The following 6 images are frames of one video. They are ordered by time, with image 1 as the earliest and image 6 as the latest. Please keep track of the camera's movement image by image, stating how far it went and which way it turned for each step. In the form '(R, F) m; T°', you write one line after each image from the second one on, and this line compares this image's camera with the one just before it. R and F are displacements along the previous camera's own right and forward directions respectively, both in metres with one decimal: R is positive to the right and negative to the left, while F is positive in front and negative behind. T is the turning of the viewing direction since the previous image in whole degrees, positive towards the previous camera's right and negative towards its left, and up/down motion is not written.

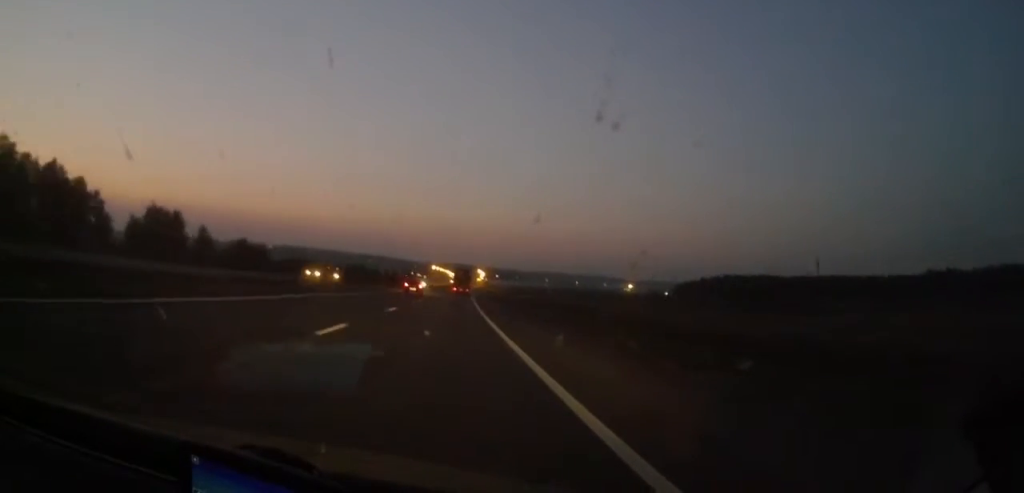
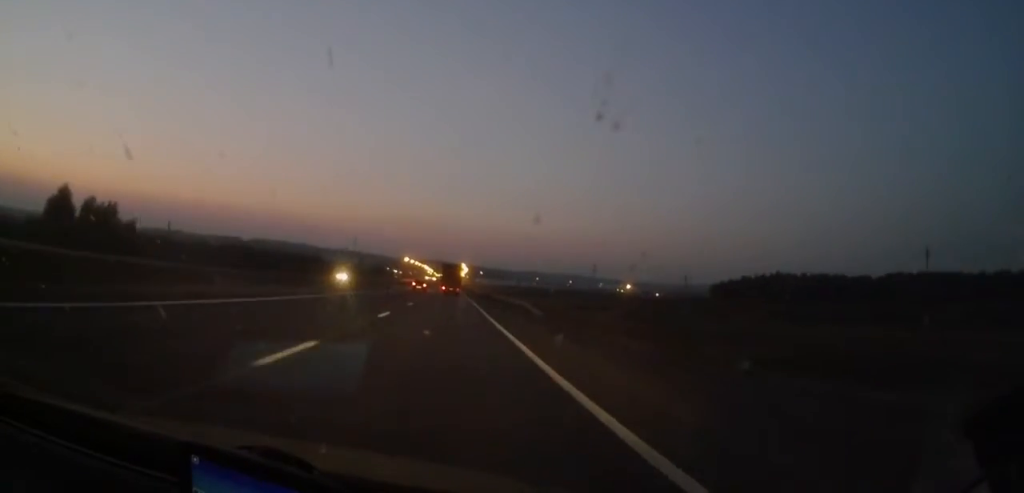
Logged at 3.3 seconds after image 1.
(+2.6, +89.5) m; +2°
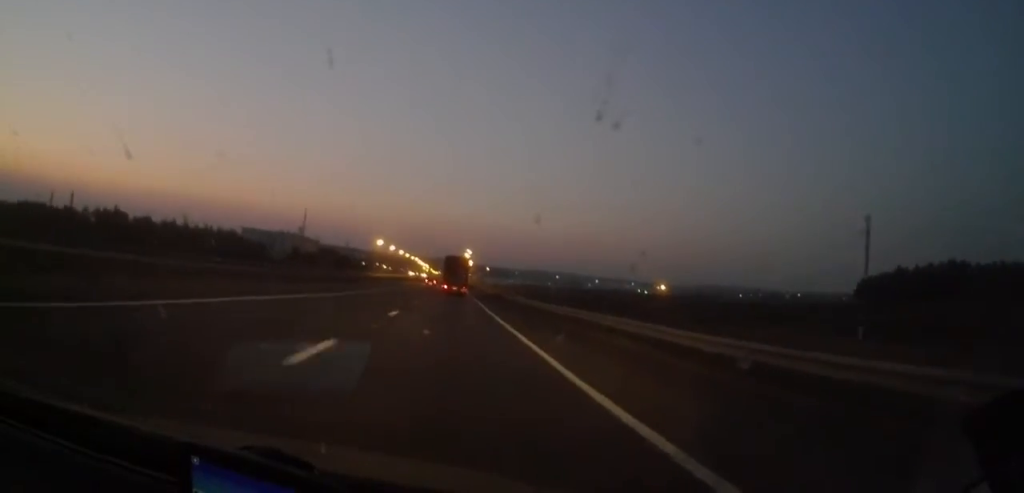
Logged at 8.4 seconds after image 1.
(-0.5, +135.2) m; -3°
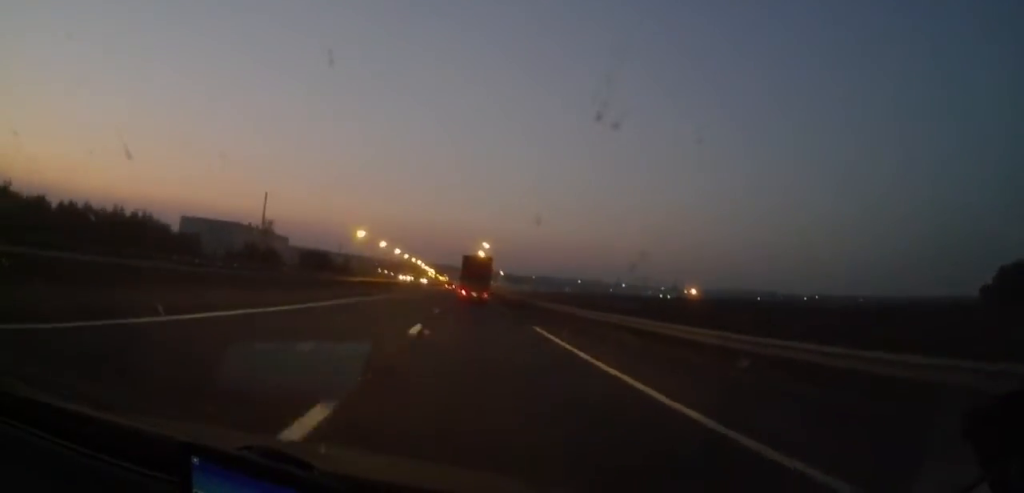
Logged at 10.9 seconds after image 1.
(-1.5, +64.9) m; -1°
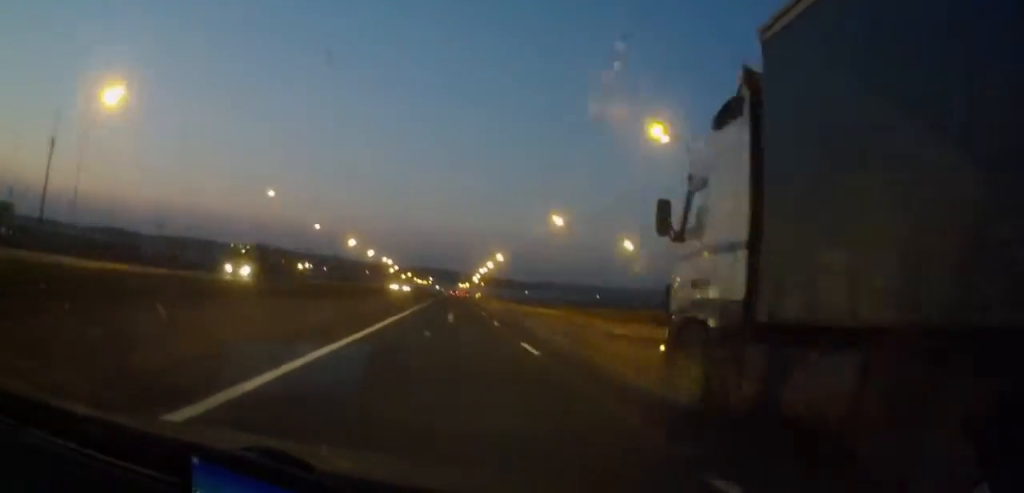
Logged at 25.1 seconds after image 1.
(+10.7, +343.2) m; +3°
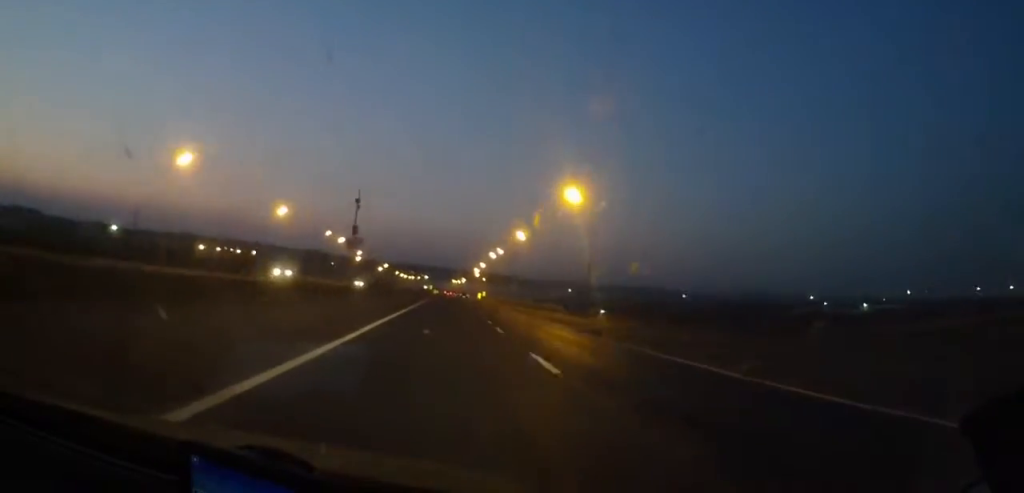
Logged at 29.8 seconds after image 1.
(+0.8, +113.5) m; +1°
